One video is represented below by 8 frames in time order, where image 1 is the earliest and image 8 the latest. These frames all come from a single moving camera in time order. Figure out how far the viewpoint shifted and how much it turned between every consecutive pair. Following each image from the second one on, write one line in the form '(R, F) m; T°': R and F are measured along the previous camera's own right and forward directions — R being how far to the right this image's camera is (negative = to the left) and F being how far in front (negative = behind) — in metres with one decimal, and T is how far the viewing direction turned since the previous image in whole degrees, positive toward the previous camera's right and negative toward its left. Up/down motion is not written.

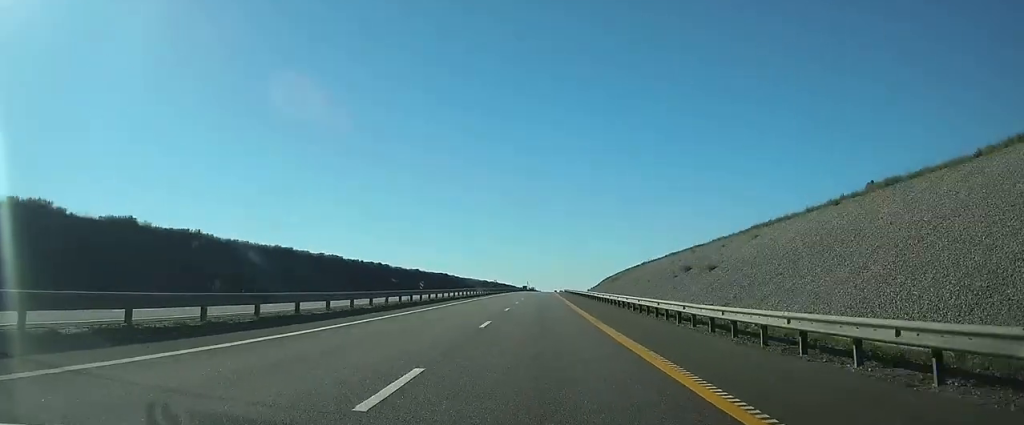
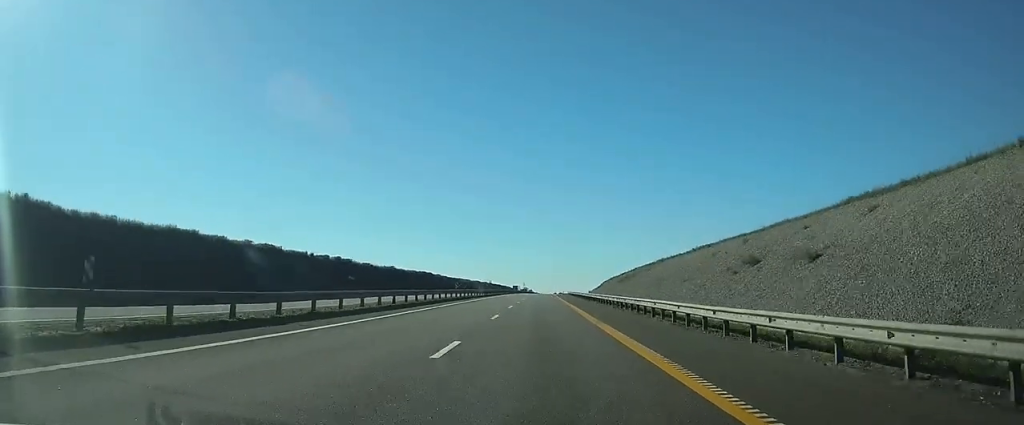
(+0.1, +31.7) m; 0°
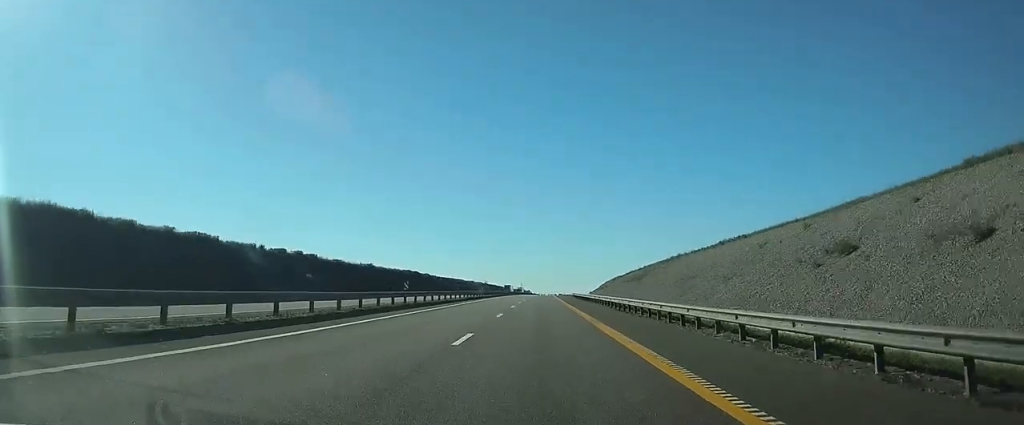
(0.0, +21.4) m; 0°
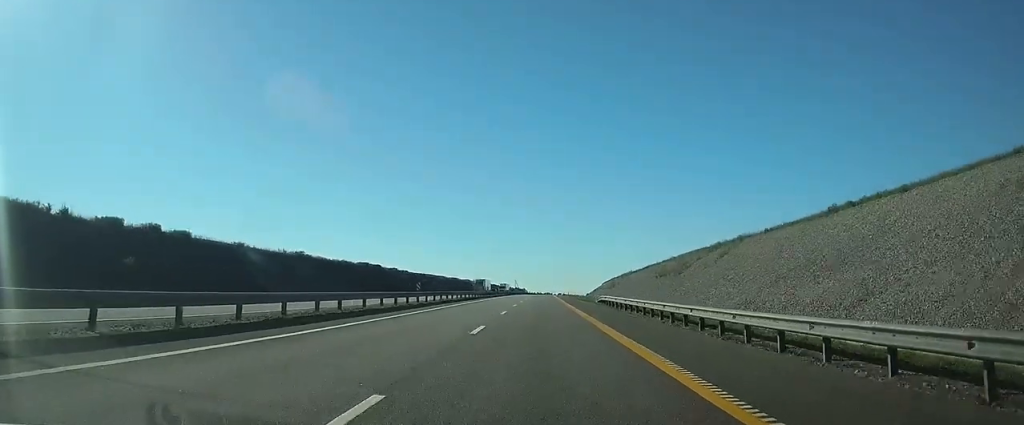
(+0.2, +44.9) m; +1°
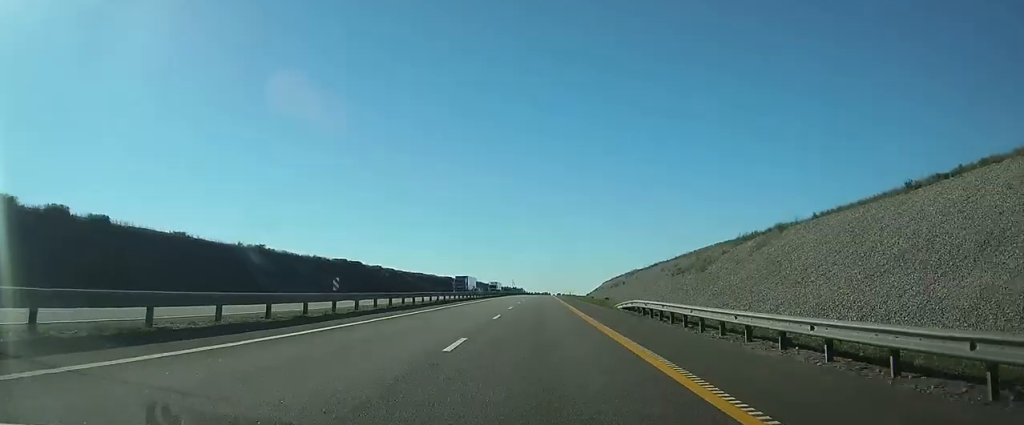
(+0.1, +16.3) m; 0°
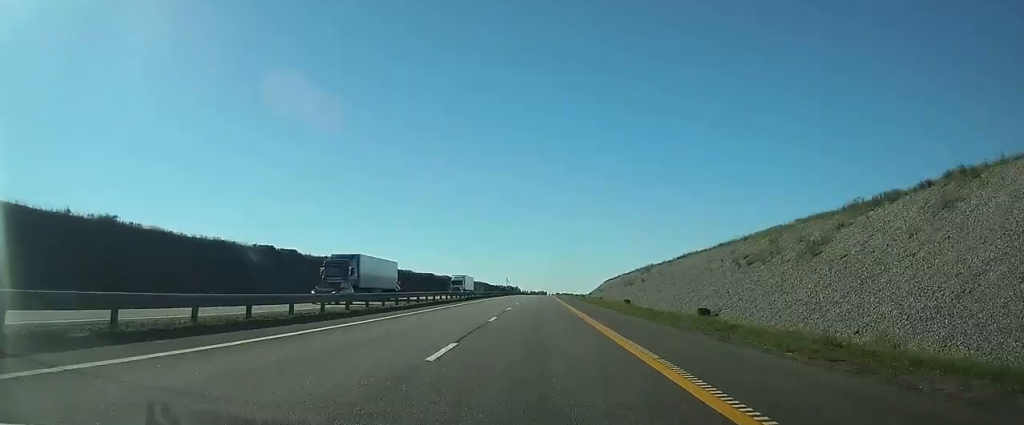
(+0.1, +37.6) m; 0°
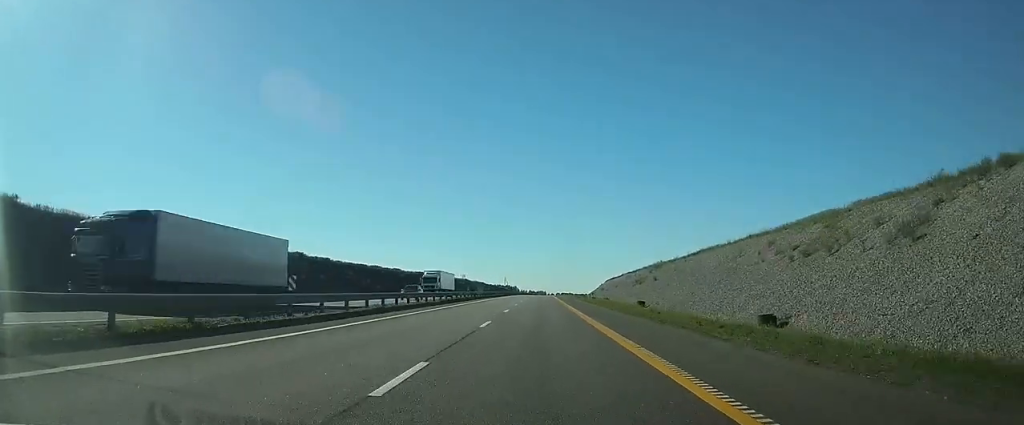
(+0.1, +15.2) m; 0°
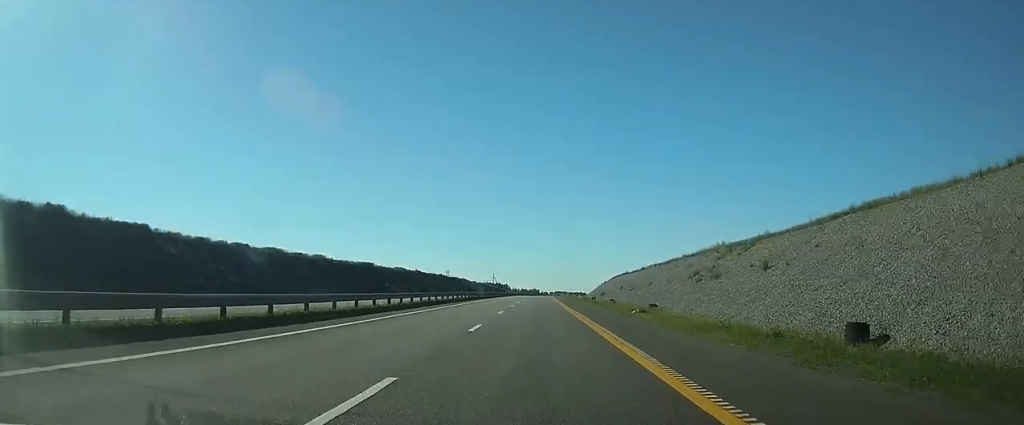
(+0.2, +61.7) m; 0°
